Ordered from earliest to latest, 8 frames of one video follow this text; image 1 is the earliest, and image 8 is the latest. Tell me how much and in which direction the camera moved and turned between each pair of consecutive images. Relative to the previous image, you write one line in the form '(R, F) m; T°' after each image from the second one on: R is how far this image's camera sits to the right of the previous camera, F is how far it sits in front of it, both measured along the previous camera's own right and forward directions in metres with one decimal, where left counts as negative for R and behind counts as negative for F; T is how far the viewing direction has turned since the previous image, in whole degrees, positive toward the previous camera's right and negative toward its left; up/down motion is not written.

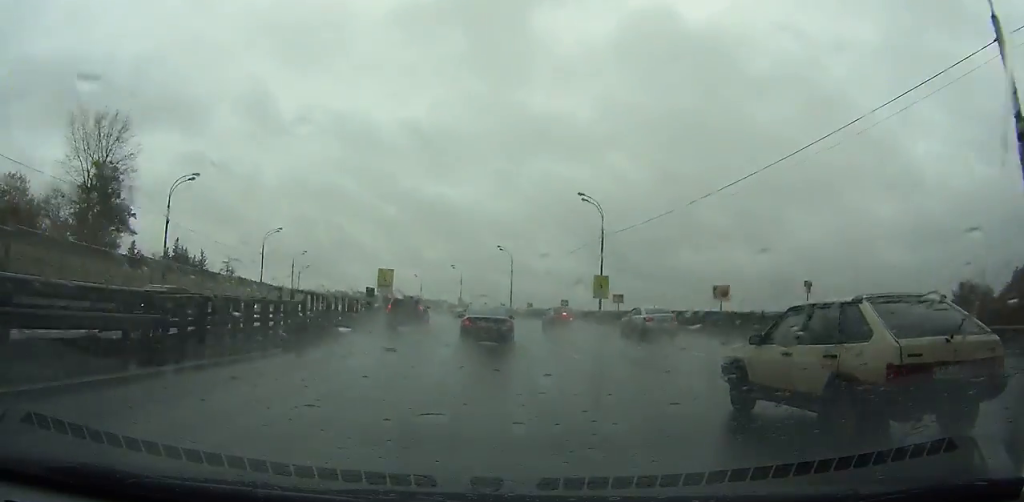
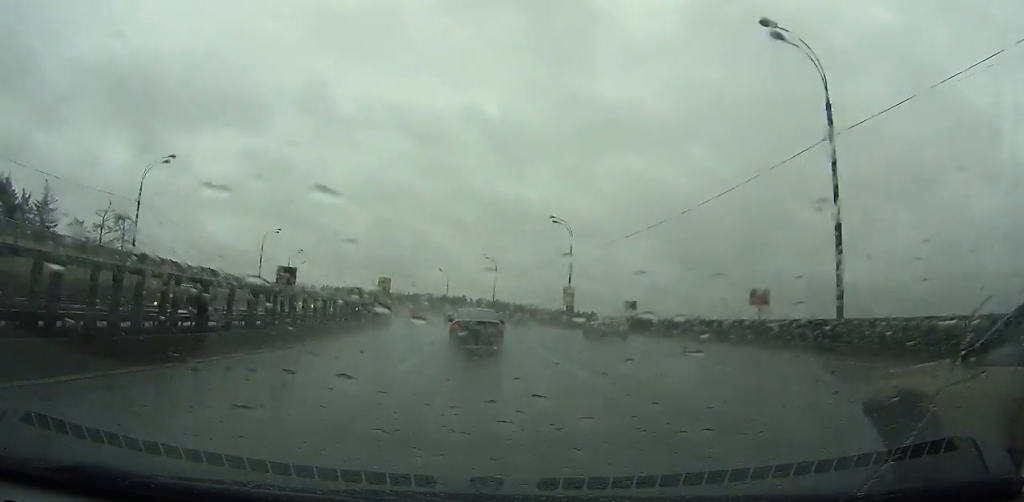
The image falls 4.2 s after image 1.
(-3.2, +86.5) m; -7°
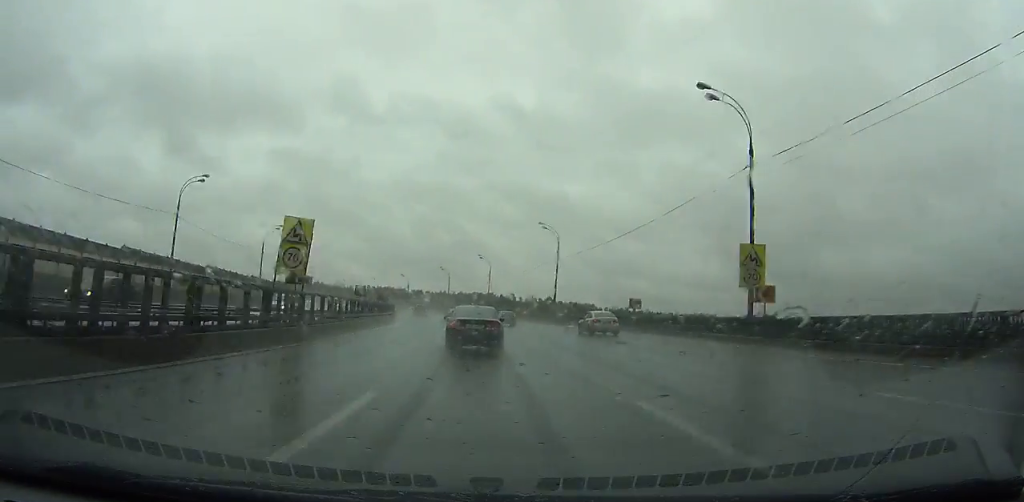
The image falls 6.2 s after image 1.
(-1.8, +41.4) m; -5°
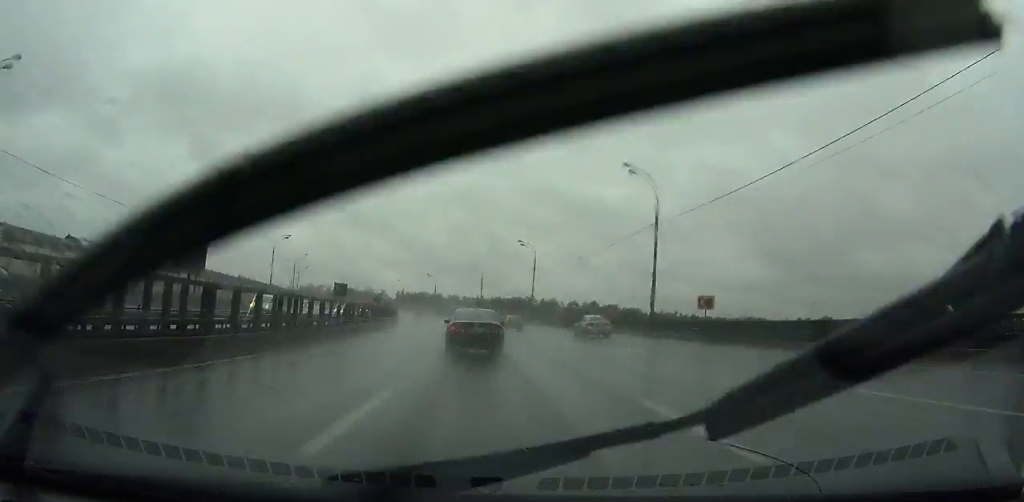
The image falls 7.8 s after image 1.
(-0.5, +33.4) m; -4°
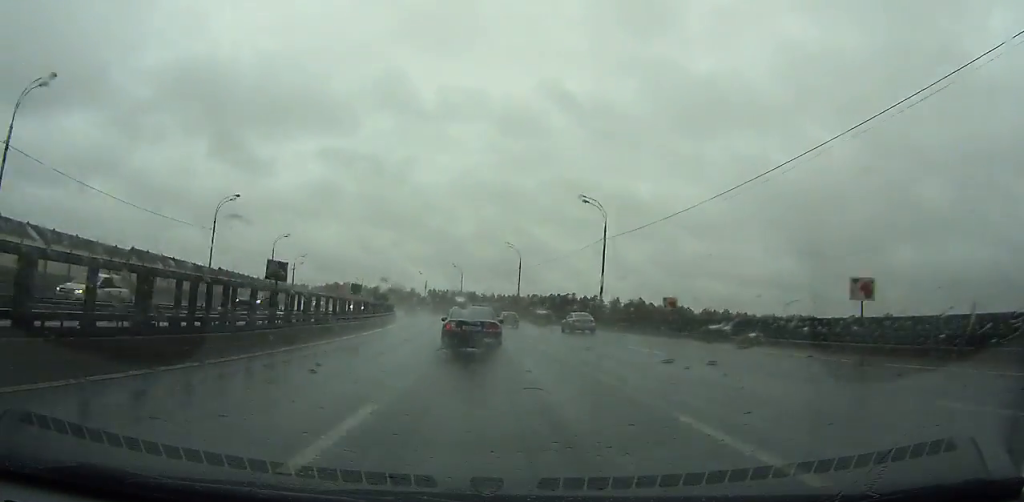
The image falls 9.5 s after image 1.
(-2.0, +35.6) m; -4°
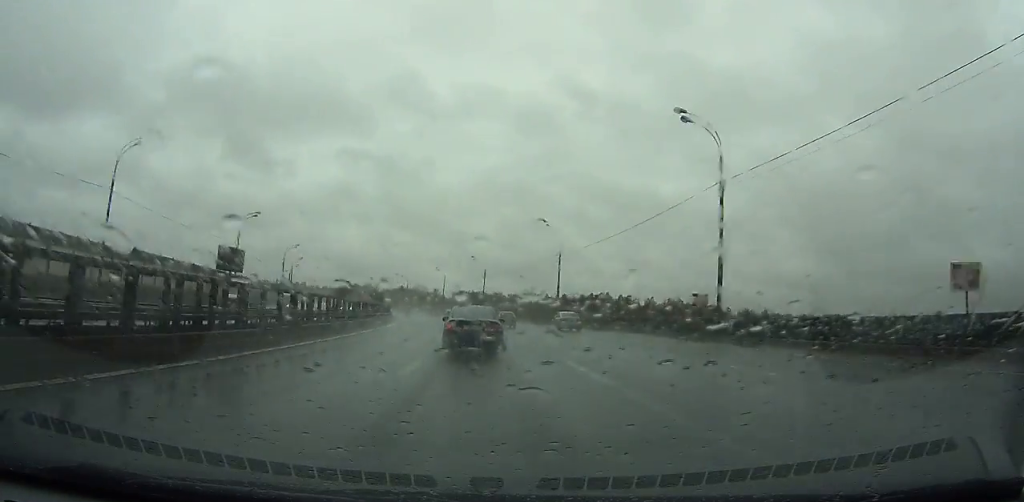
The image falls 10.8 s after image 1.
(0.0, +27.3) m; -3°
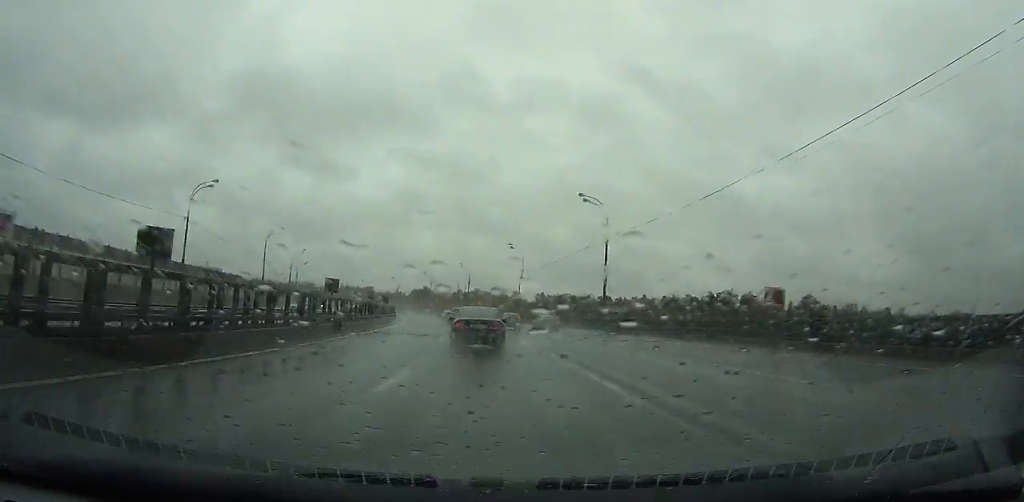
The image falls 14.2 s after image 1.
(-5.3, +67.4) m; -9°
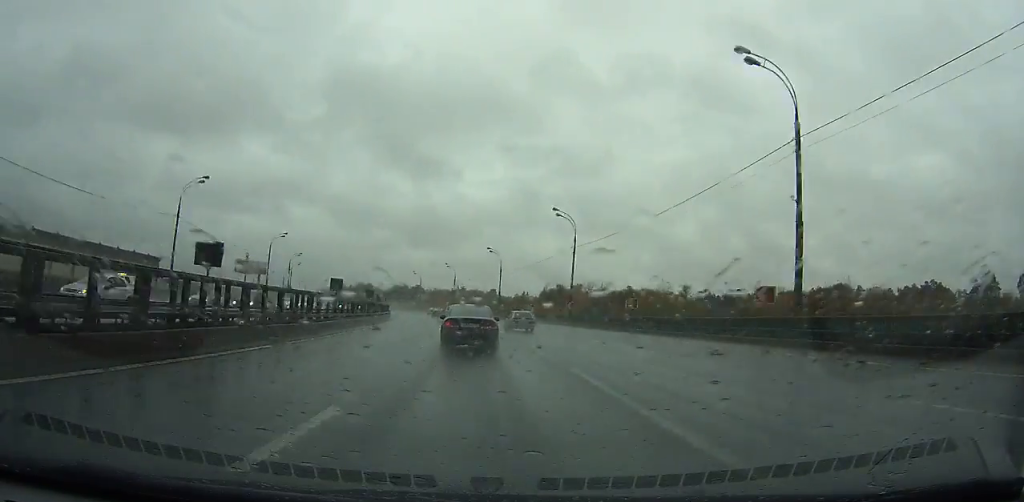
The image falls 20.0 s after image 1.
(-12.5, +113.3) m; -12°
